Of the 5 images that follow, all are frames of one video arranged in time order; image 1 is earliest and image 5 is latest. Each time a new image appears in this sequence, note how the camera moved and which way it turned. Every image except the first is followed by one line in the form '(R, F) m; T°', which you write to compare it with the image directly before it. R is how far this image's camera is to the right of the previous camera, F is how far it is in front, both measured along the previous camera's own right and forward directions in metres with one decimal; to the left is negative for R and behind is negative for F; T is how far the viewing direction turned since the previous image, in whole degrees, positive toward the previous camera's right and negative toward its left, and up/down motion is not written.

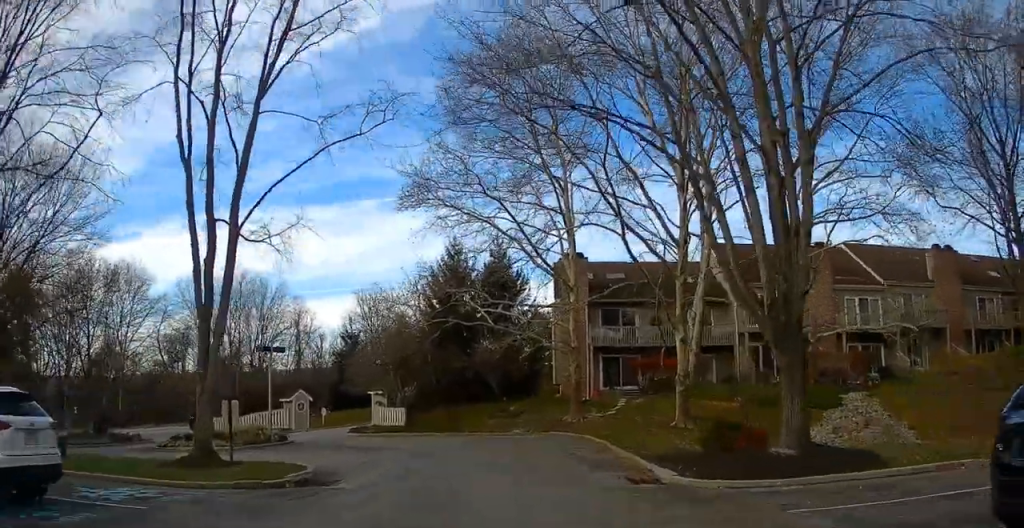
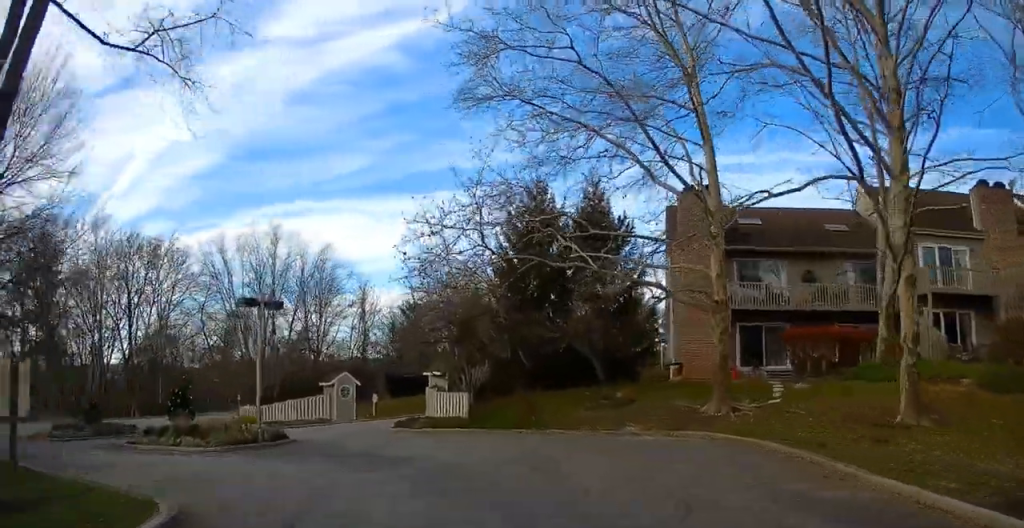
(+0.1, +10.6) m; +2°
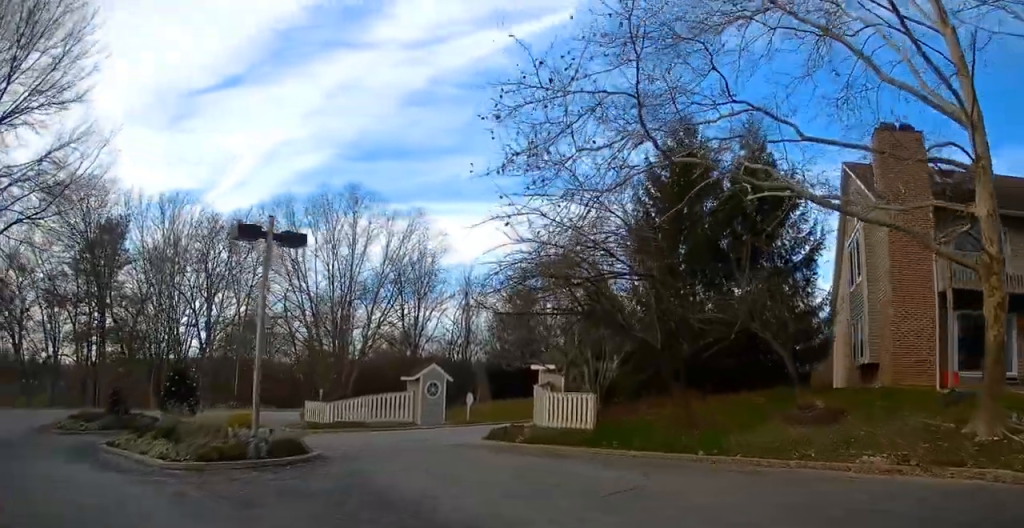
(-0.2, +8.9) m; -9°
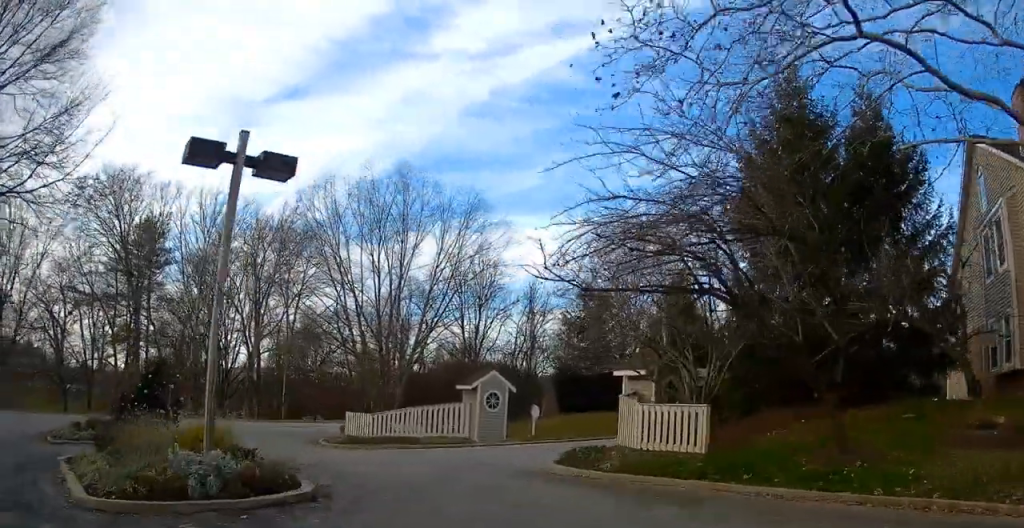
(-0.5, +5.1) m; -5°
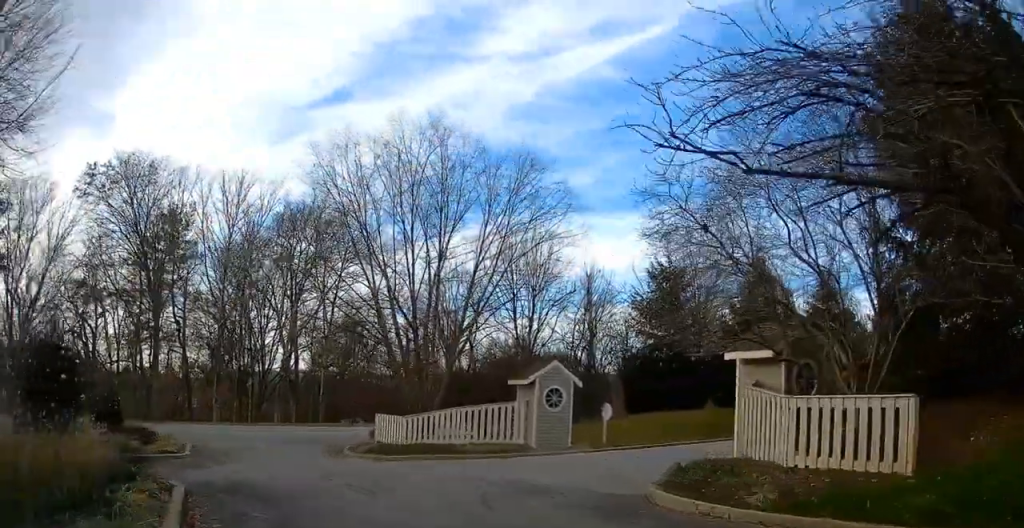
(-0.2, +6.0) m; -2°
